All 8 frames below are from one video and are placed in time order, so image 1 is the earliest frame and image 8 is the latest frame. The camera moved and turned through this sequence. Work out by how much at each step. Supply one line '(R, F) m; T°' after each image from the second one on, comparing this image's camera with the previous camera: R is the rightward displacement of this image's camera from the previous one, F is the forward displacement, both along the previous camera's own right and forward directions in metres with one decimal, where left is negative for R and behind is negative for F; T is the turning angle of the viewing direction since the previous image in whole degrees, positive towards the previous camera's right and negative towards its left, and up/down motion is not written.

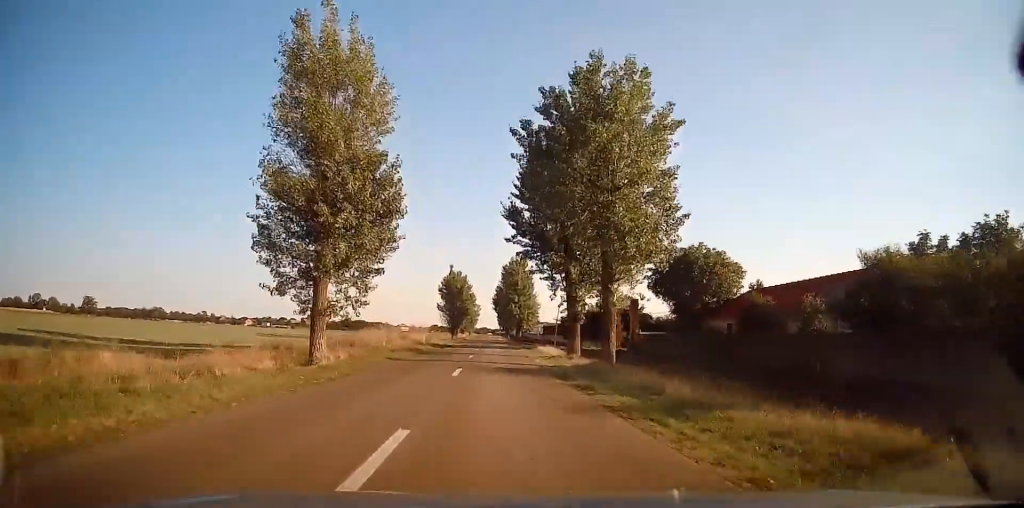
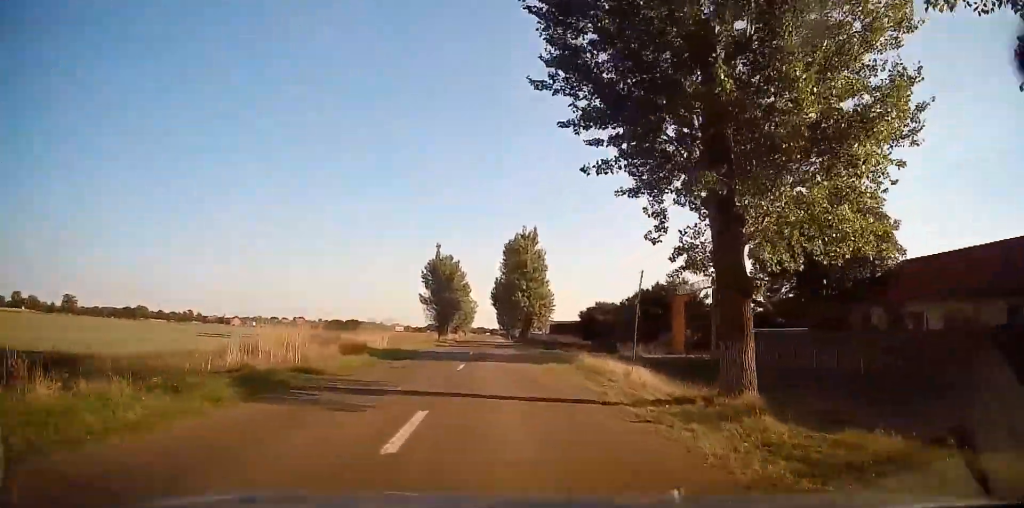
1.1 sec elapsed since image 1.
(+0.1, +22.2) m; 0°
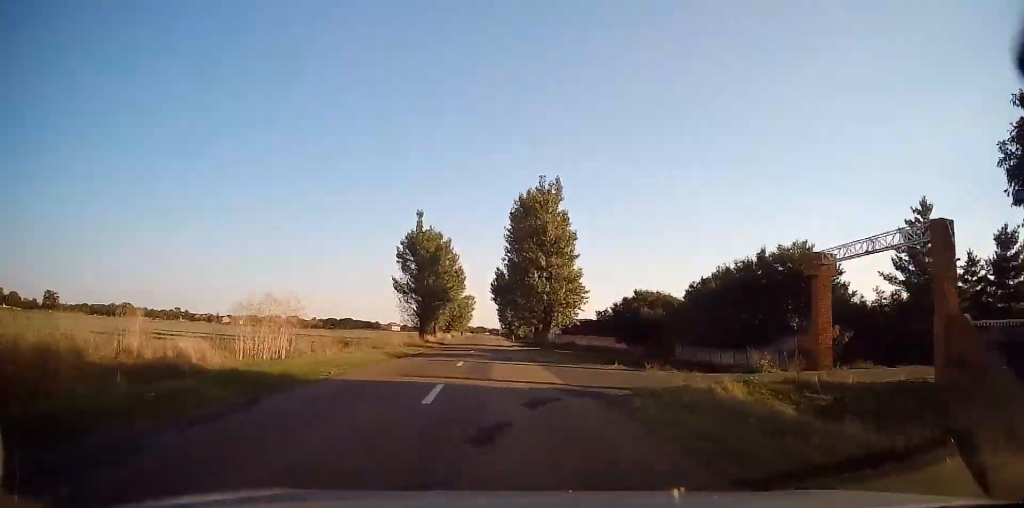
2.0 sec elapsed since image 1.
(0.0, +20.4) m; 0°
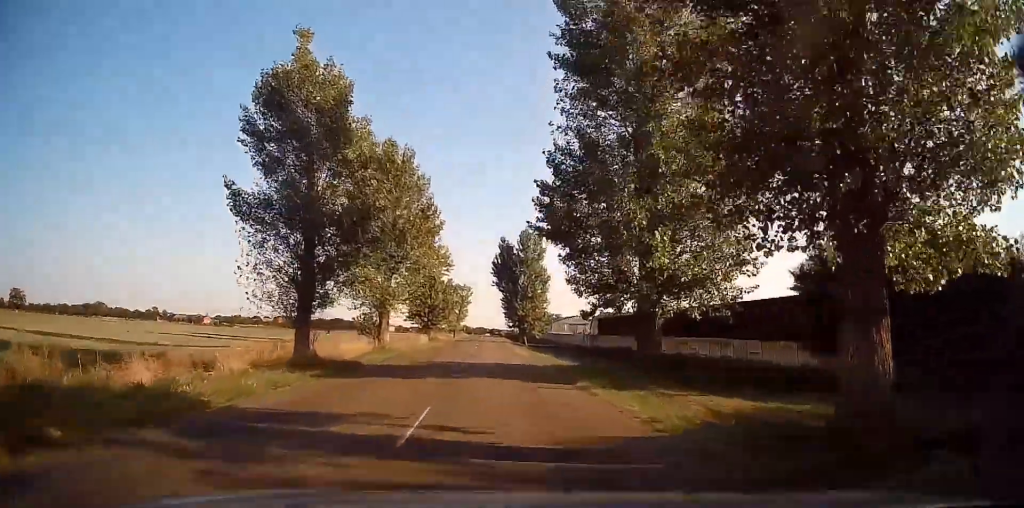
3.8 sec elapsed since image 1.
(-0.1, +35.2) m; 0°
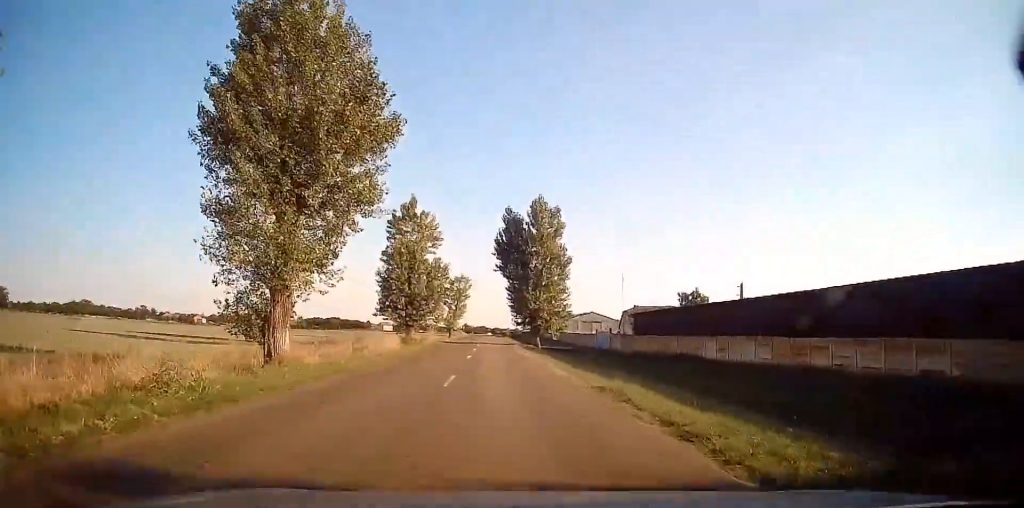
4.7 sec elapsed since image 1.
(+0.2, +17.6) m; 0°
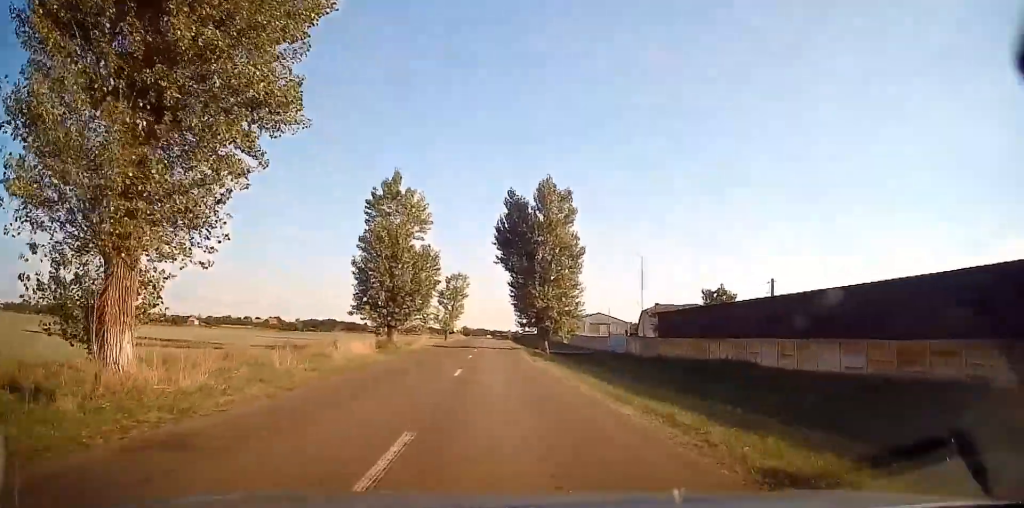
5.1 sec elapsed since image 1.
(-0.1, +8.1) m; 0°
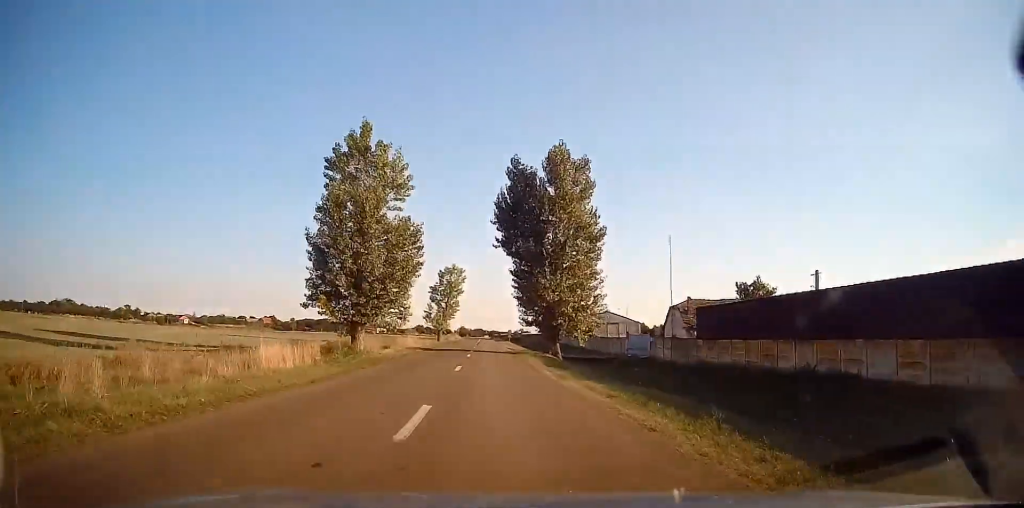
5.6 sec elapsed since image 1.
(-0.1, +9.4) m; 0°
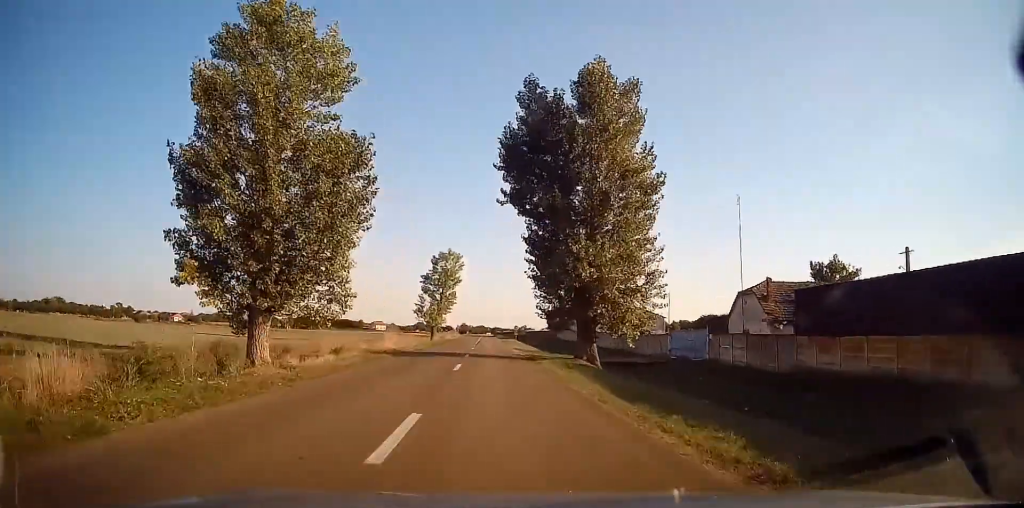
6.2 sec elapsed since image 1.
(+0.2, +13.0) m; 0°
